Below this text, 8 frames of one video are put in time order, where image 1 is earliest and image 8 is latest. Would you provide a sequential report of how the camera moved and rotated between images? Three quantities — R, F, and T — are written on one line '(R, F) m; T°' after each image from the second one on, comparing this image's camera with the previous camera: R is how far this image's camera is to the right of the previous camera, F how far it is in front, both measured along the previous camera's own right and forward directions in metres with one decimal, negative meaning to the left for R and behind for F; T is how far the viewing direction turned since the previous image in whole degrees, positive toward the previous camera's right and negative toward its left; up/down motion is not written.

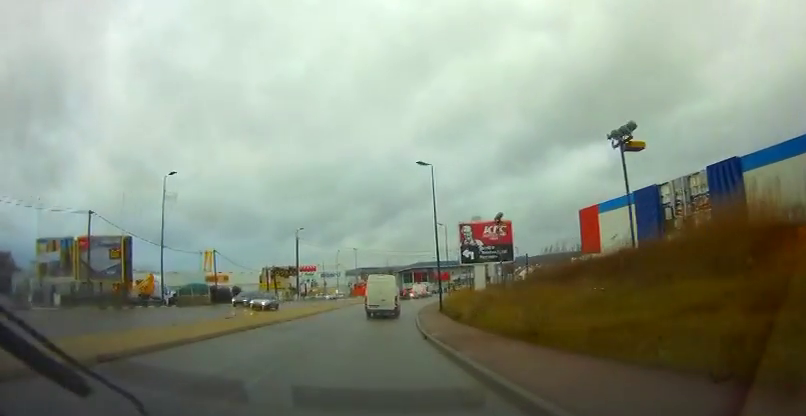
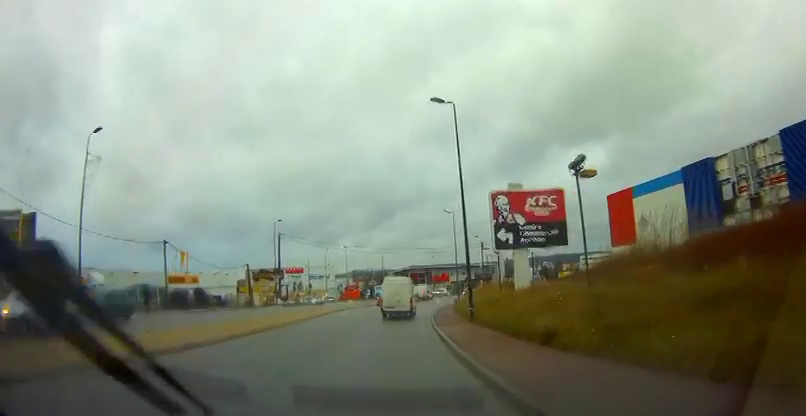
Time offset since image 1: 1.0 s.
(0.0, +11.8) m; 0°
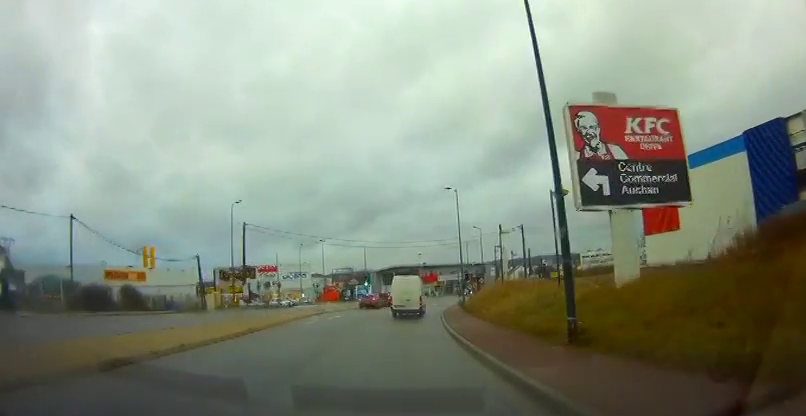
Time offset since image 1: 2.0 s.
(+0.1, +12.2) m; +1°
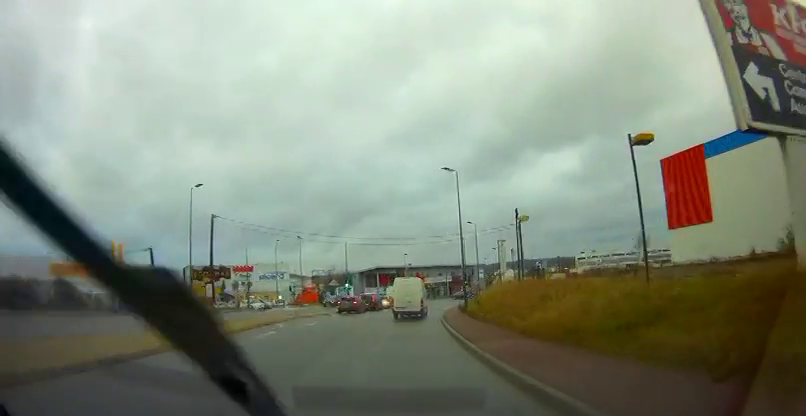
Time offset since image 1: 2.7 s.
(+0.1, +7.6) m; +1°
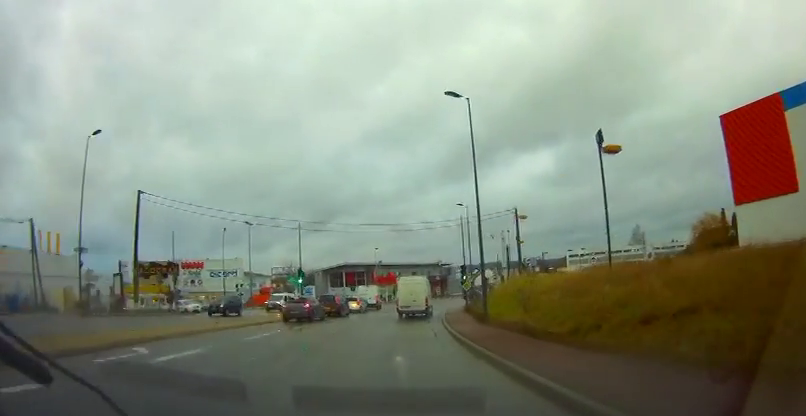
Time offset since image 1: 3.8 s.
(+0.3, +13.8) m; +3°
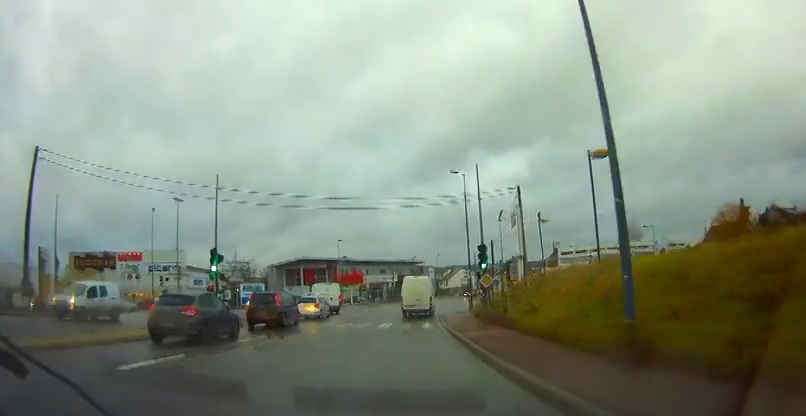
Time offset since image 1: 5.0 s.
(+0.5, +14.3) m; +4°
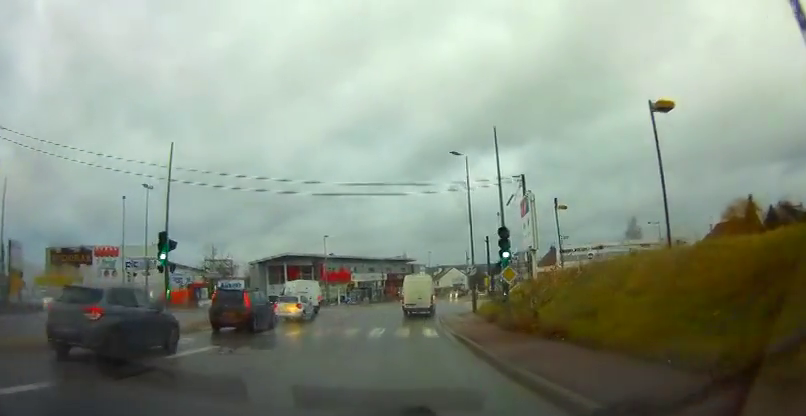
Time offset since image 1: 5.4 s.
(0.0, +4.9) m; +1°
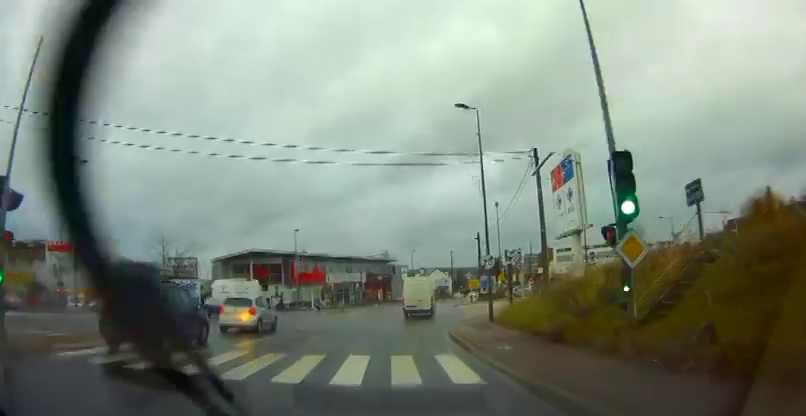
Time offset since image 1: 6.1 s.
(+0.2, +9.0) m; +2°
